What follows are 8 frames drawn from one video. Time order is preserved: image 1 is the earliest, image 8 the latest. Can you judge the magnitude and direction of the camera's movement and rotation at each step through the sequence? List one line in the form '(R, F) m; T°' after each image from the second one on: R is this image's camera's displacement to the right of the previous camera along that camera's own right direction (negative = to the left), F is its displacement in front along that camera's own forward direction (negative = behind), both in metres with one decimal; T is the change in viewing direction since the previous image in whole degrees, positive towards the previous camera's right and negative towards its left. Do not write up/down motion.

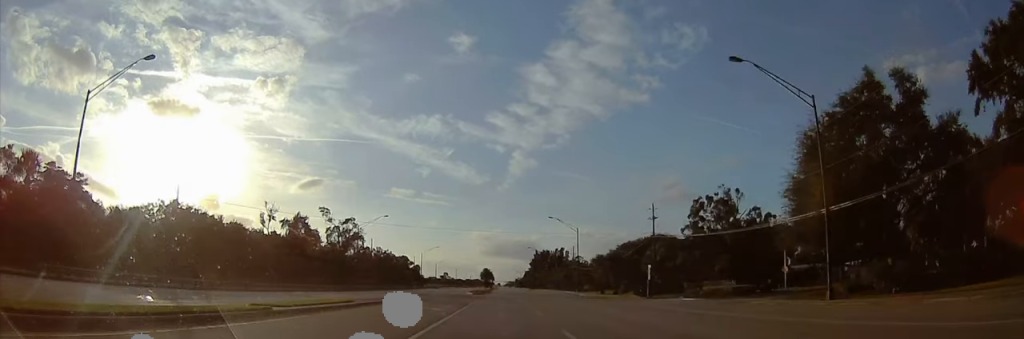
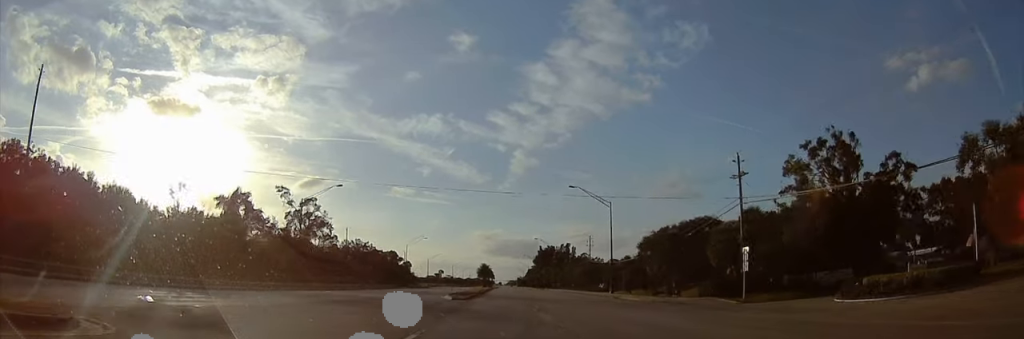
(0.0, +26.4) m; 0°
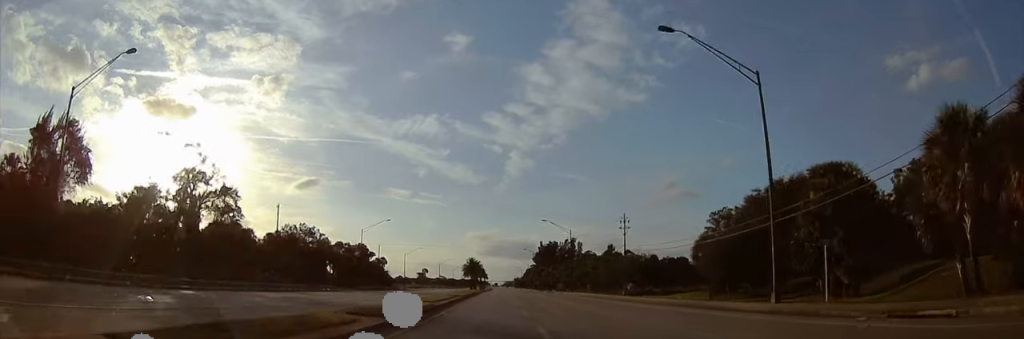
(0.0, +37.6) m; 0°
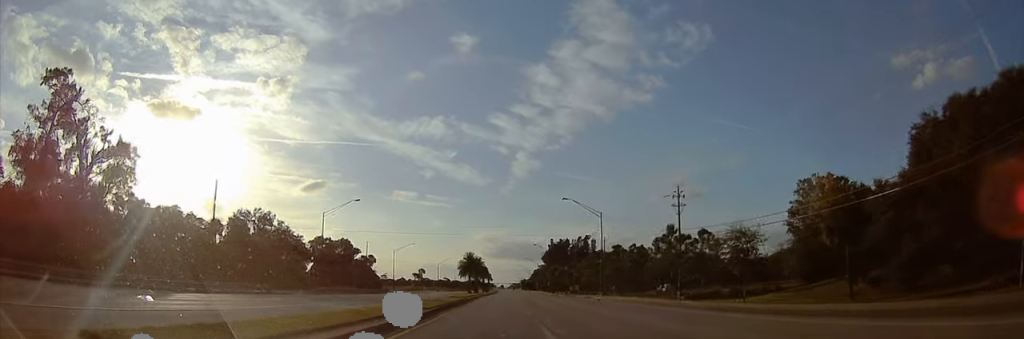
(0.0, +25.8) m; 0°
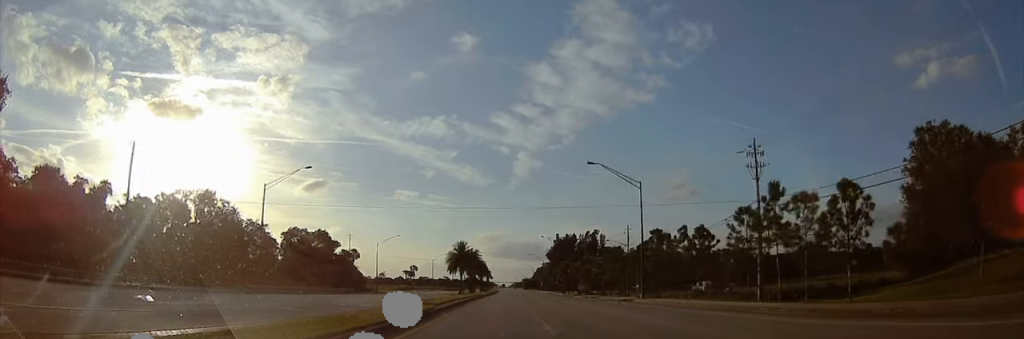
(0.0, +21.7) m; 0°
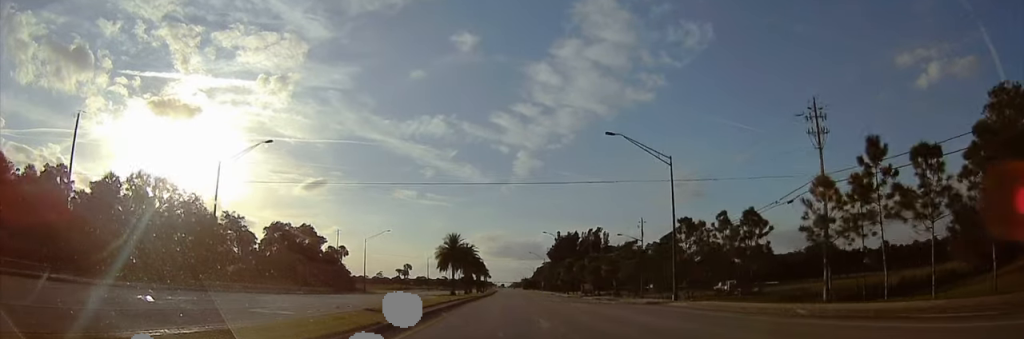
(0.0, +10.2) m; 0°
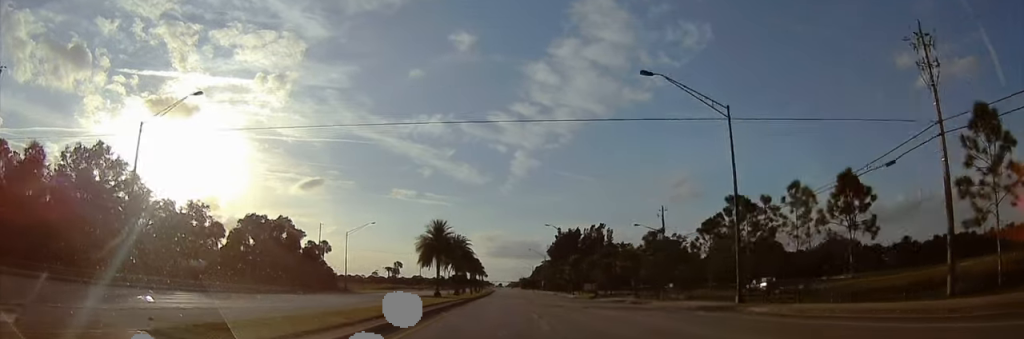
(0.0, +10.9) m; 0°
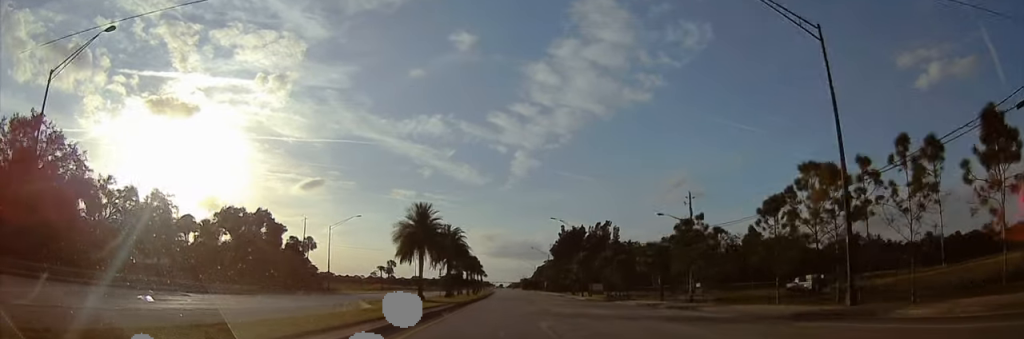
(0.0, +9.5) m; 0°
